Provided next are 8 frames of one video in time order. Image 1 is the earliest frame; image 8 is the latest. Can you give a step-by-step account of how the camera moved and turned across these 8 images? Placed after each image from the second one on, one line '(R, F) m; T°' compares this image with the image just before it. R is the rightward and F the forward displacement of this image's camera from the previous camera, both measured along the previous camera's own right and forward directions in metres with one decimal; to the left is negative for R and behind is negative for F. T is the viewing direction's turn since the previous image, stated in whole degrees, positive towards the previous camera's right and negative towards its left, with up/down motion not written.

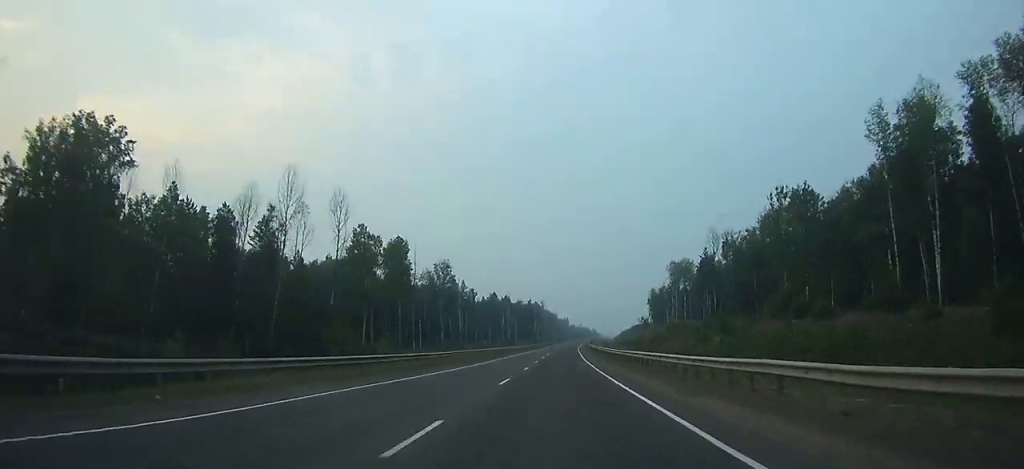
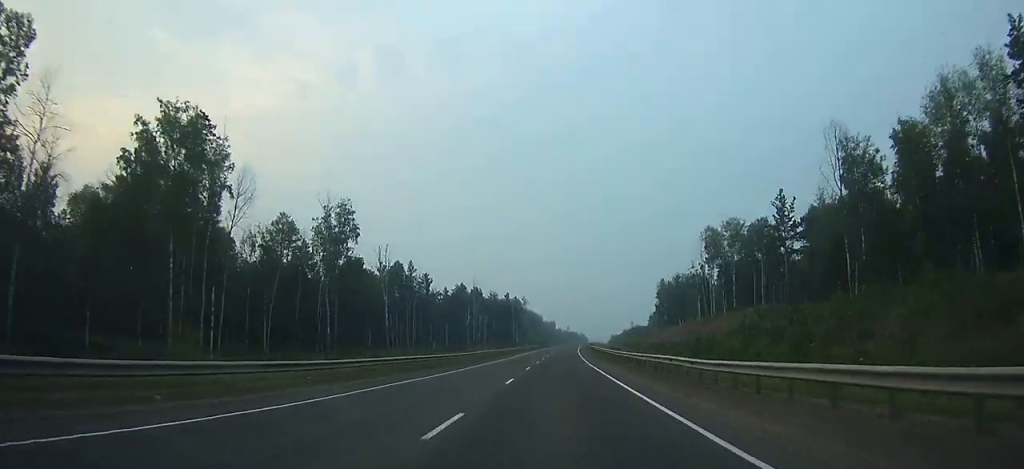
(+0.9, +68.3) m; +1°
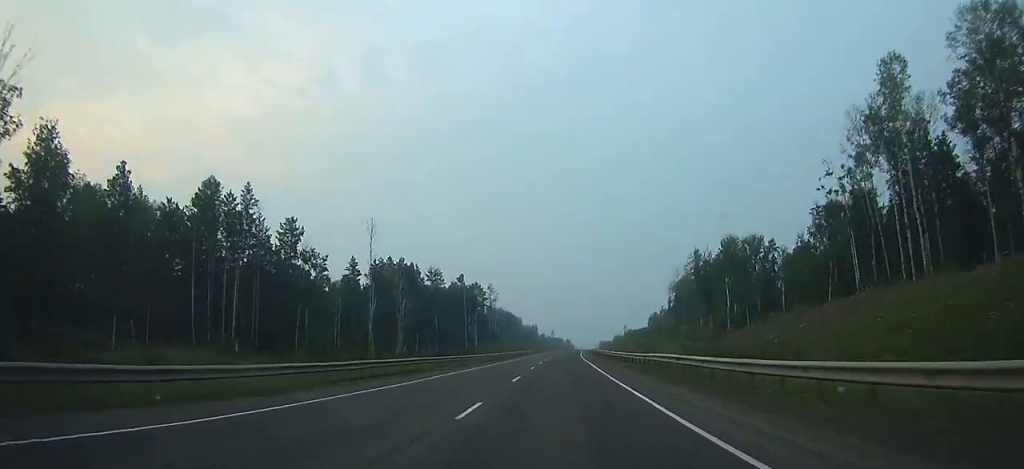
(+1.4, +93.3) m; +2°
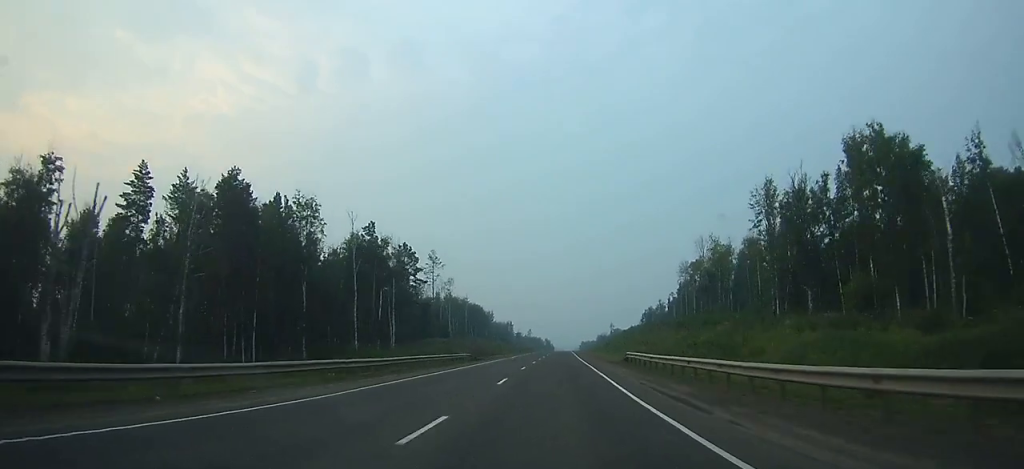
(+0.9, +75.3) m; +1°
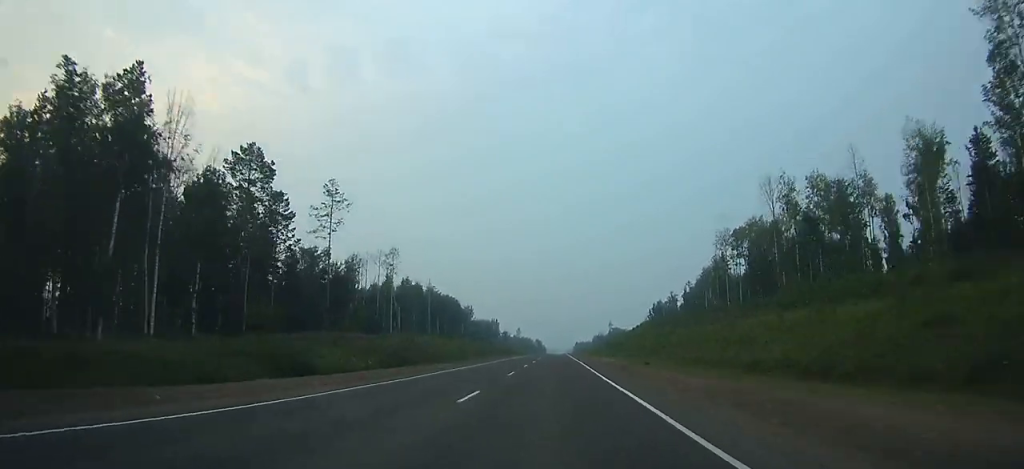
(+0.7, +68.4) m; +1°
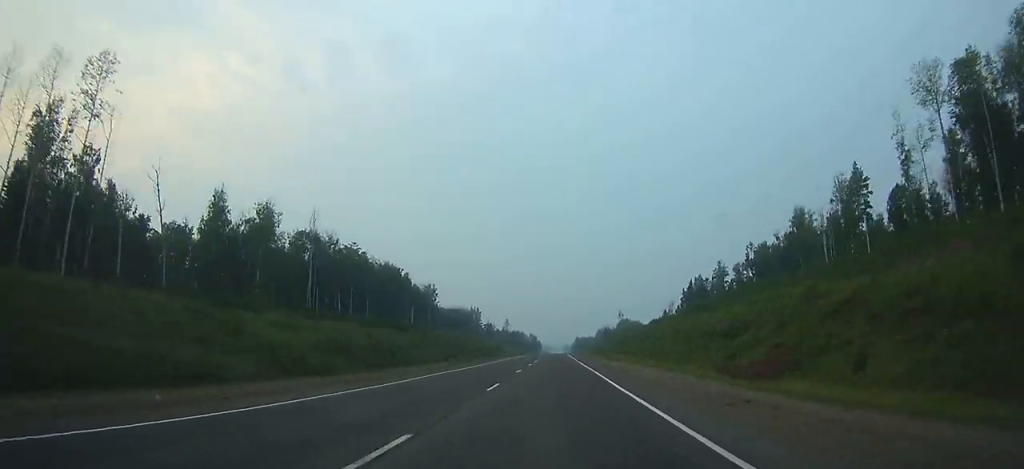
(+0.7, +103.3) m; 0°
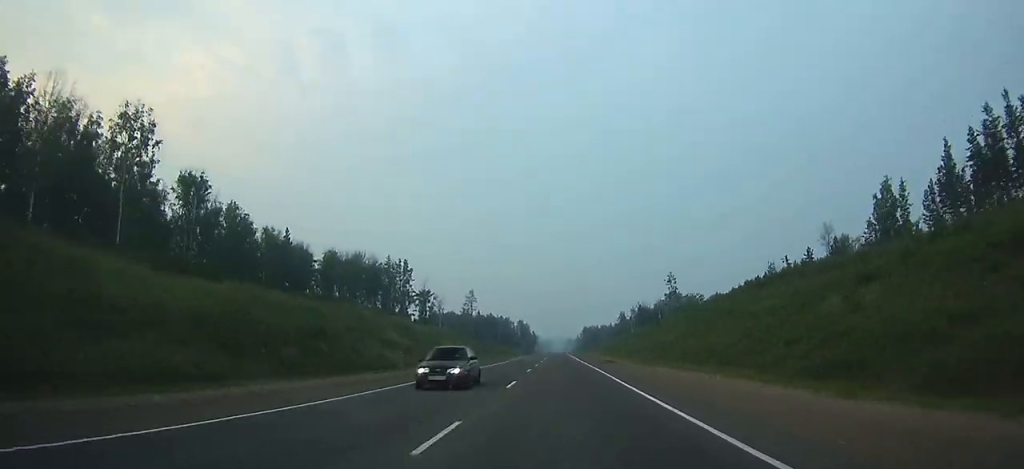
(-0.2, +186.6) m; 0°
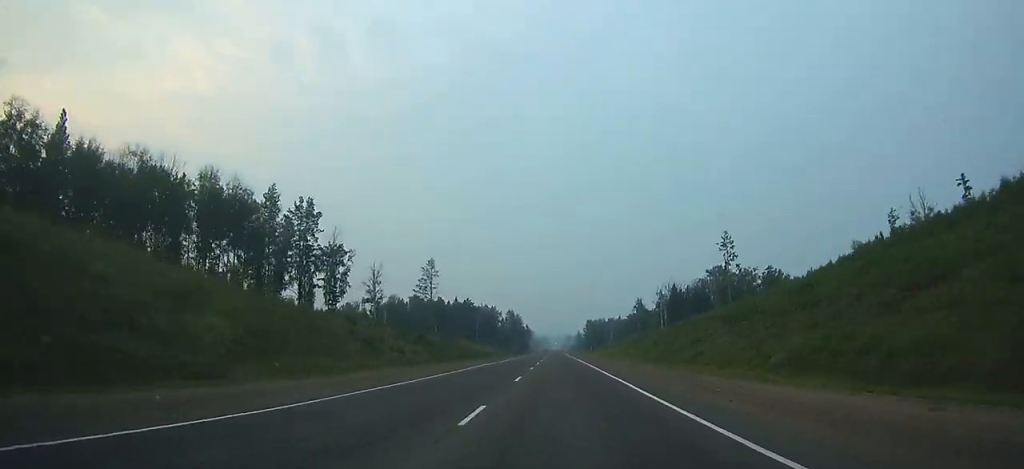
(+0.1, +83.8) m; 0°
